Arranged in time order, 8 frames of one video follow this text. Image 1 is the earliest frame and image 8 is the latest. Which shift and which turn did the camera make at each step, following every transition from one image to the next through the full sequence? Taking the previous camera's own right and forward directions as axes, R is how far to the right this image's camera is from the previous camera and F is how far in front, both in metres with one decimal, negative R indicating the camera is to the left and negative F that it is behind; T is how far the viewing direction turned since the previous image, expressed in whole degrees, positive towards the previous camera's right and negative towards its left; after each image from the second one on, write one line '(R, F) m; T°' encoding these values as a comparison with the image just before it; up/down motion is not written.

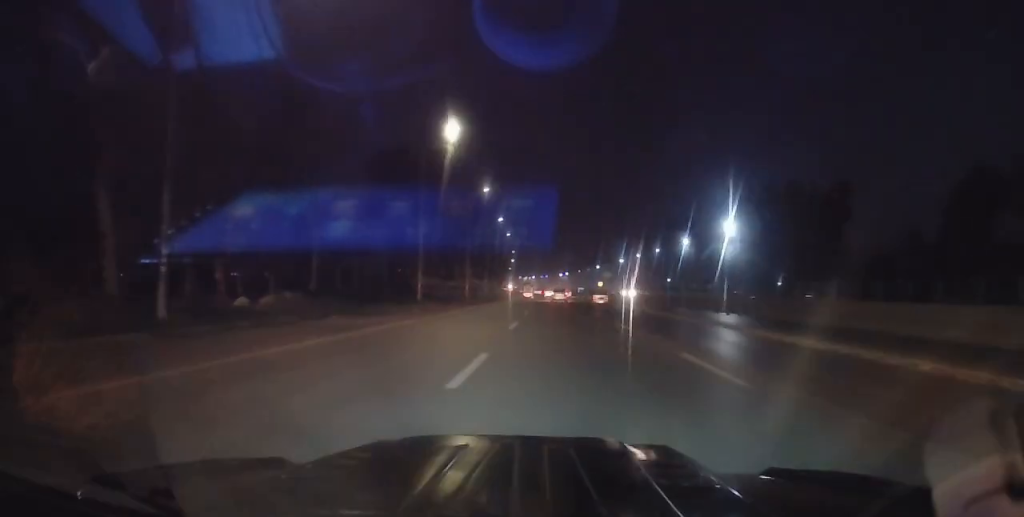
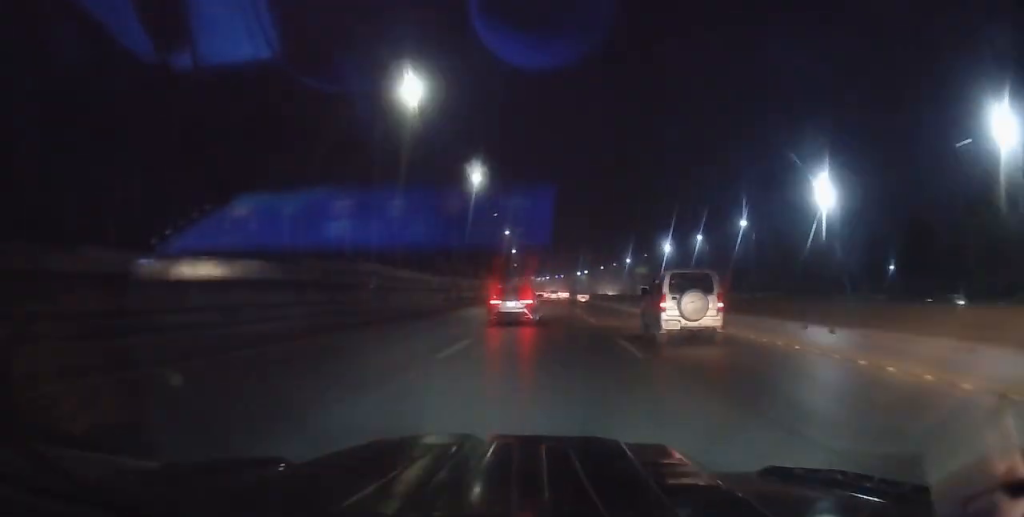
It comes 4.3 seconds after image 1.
(-1.2, +66.1) m; -1°
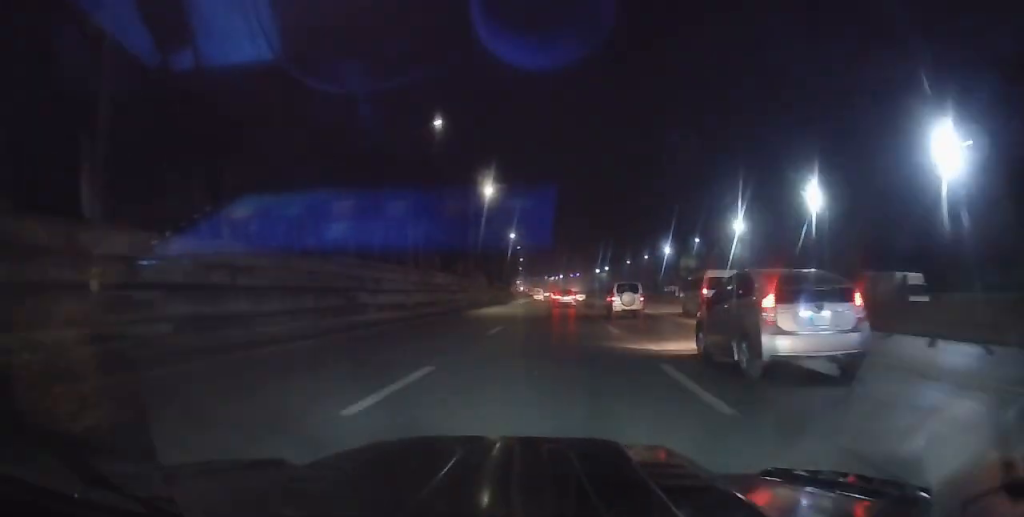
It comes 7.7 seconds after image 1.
(-0.1, +51.3) m; -1°
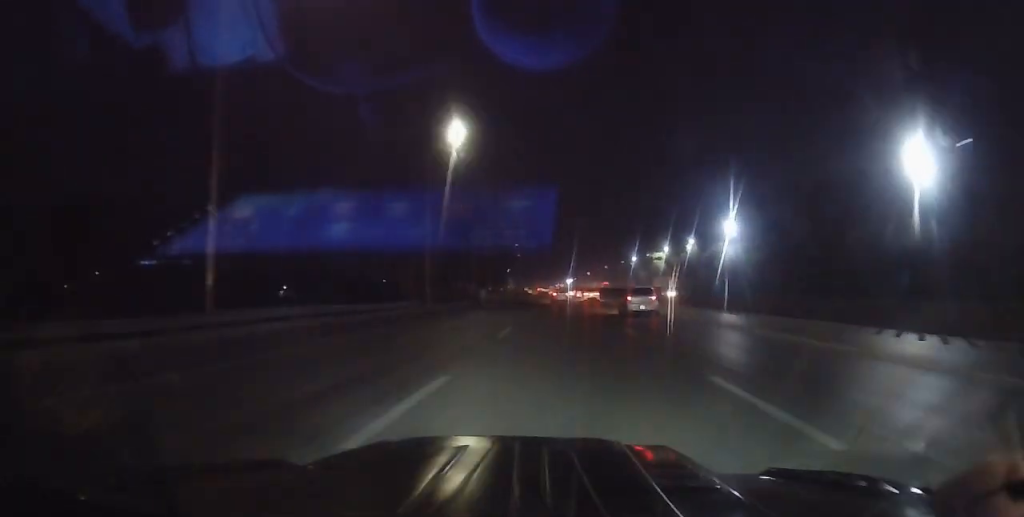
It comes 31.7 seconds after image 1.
(-18.2, +379.1) m; -5°
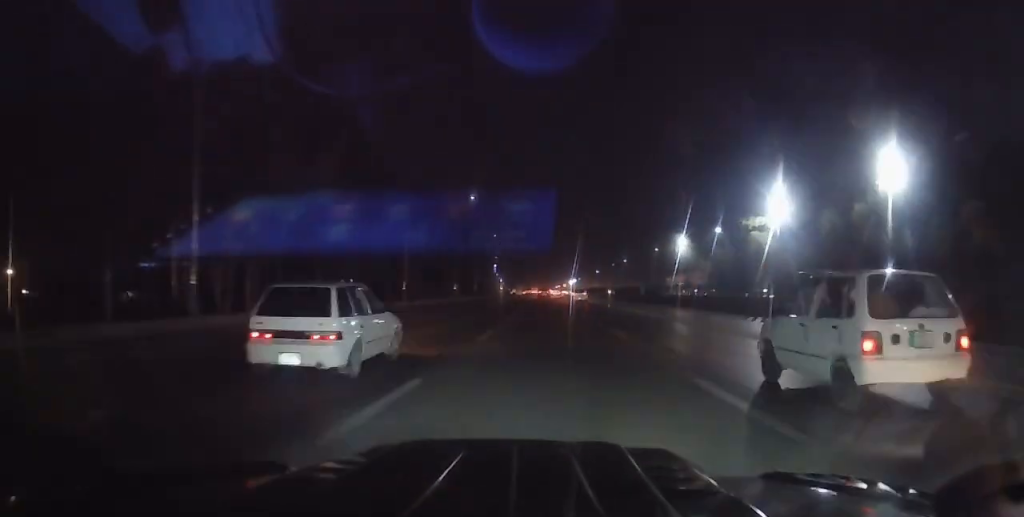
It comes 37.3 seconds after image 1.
(-1.3, +84.8) m; -1°
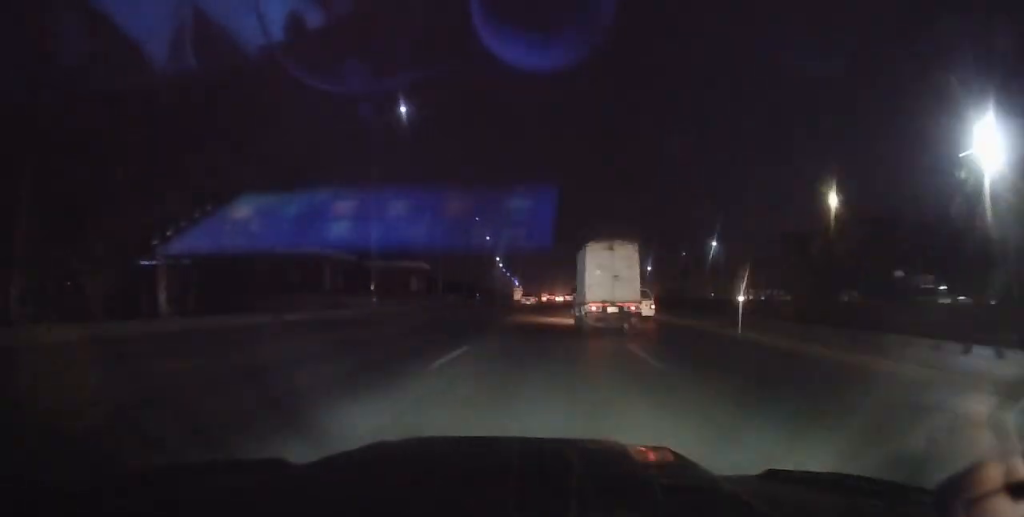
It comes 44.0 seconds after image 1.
(-1.0, +97.0) m; -1°
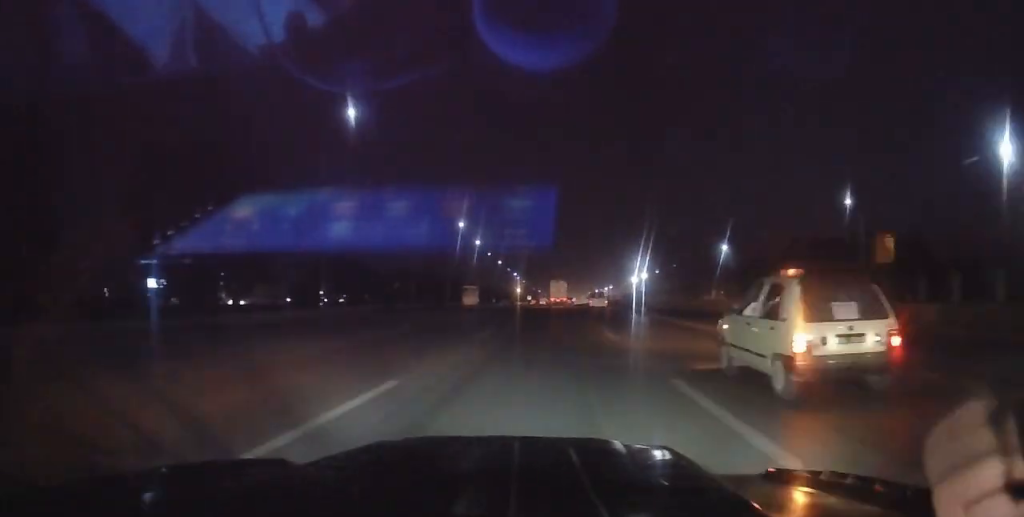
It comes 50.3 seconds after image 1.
(-0.9, +89.8) m; -1°
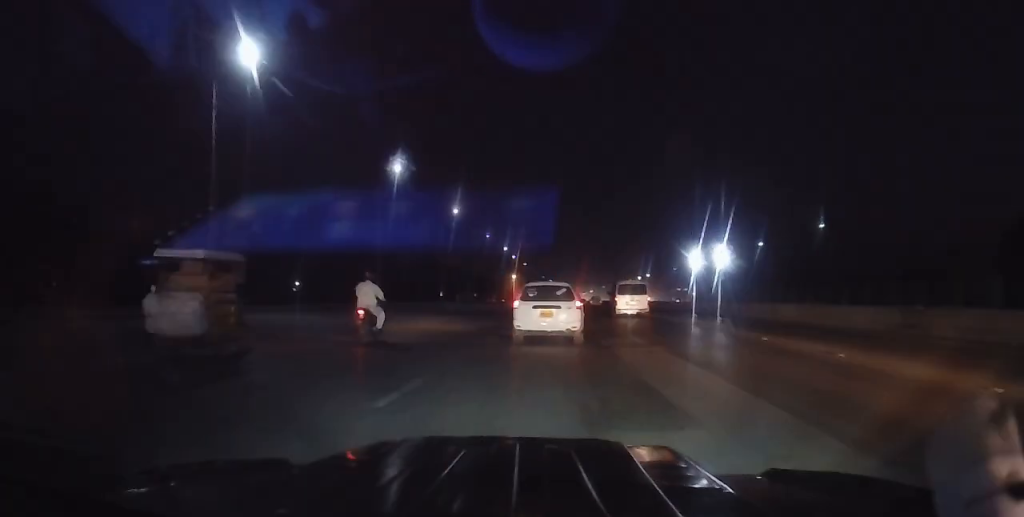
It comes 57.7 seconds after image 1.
(-0.8, +105.5) m; 0°
